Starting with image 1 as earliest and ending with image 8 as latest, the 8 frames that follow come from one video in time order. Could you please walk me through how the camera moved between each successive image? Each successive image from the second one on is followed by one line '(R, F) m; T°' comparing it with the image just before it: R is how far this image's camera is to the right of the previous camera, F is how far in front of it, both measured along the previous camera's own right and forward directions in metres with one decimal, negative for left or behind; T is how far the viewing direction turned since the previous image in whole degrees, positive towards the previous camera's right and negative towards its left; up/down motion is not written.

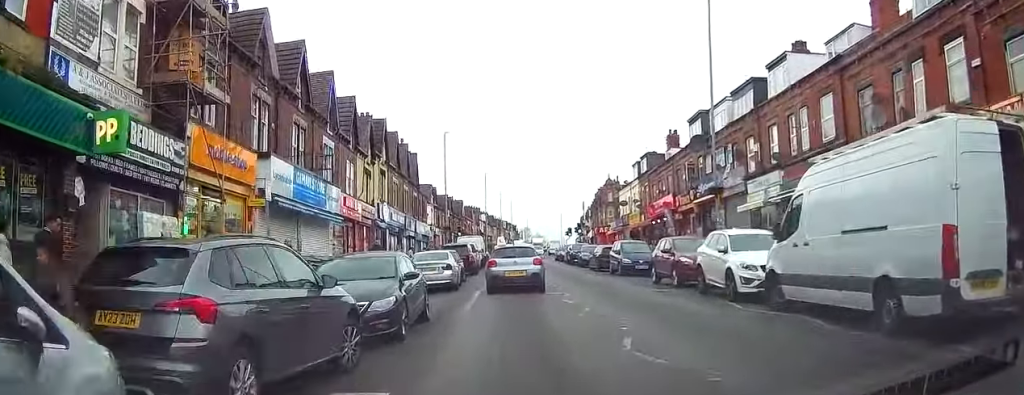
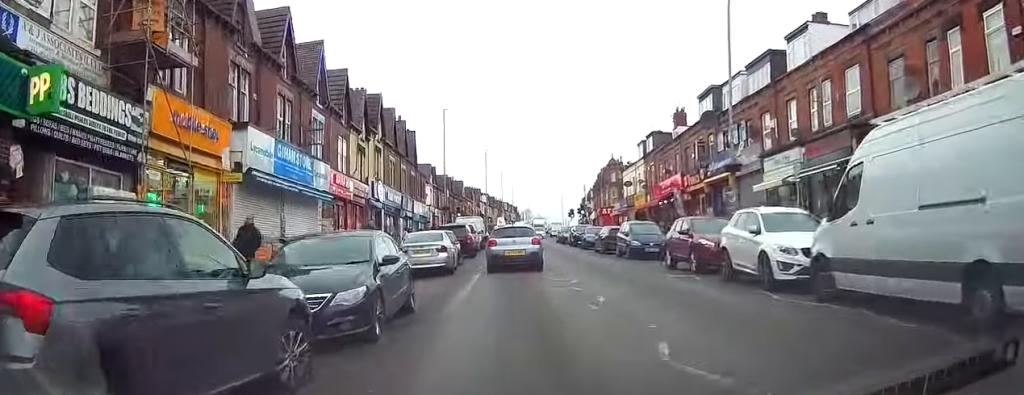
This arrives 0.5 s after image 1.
(0.0, +2.1) m; +2°
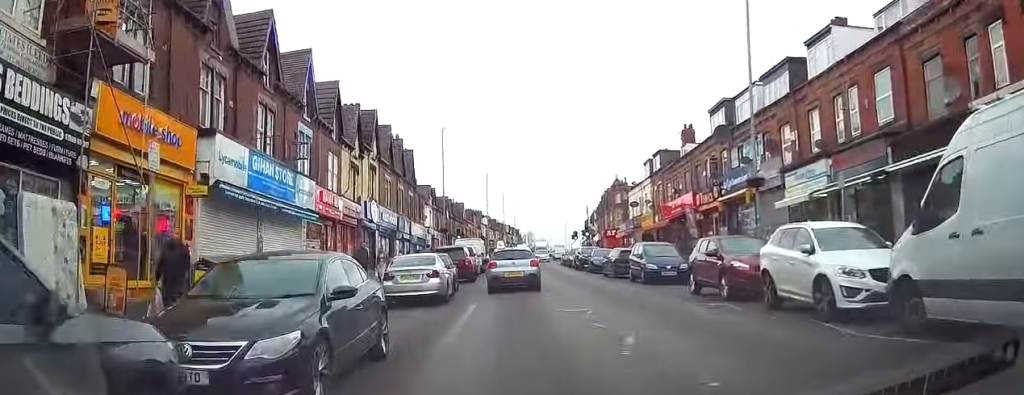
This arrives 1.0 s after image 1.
(+0.1, +2.5) m; 0°
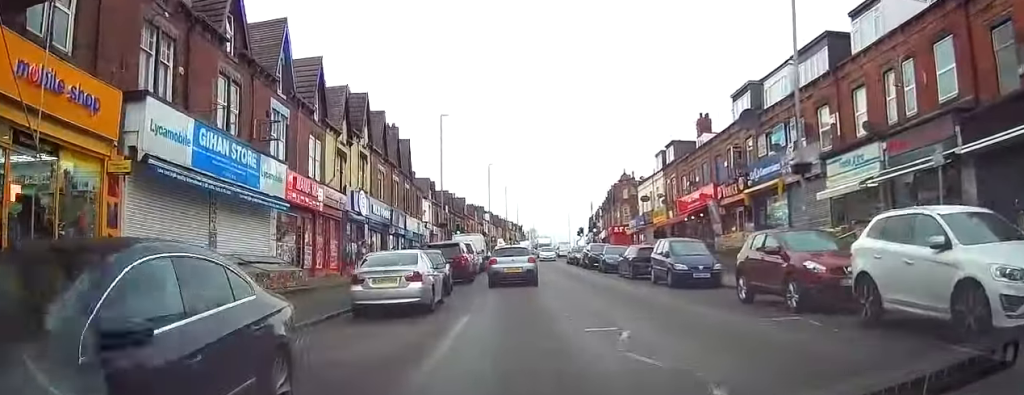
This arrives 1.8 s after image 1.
(+0.1, +3.9) m; -2°
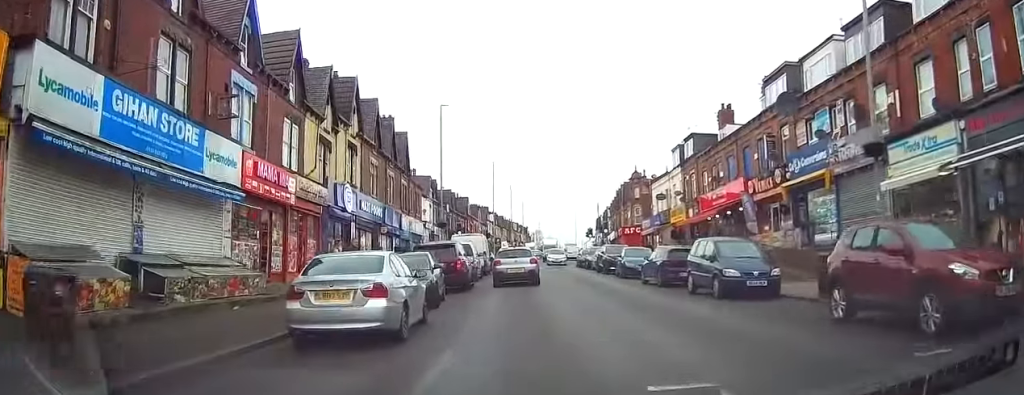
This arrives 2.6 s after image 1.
(-0.5, +4.3) m; +1°
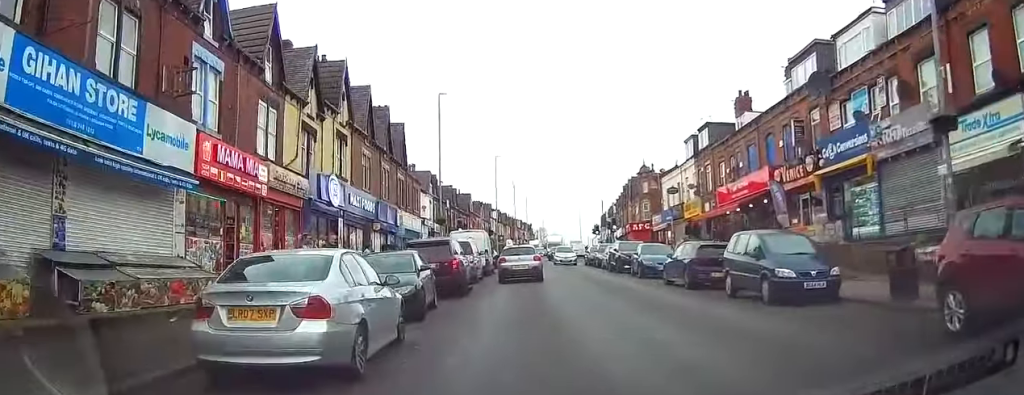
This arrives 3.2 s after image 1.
(+0.3, +3.3) m; +2°
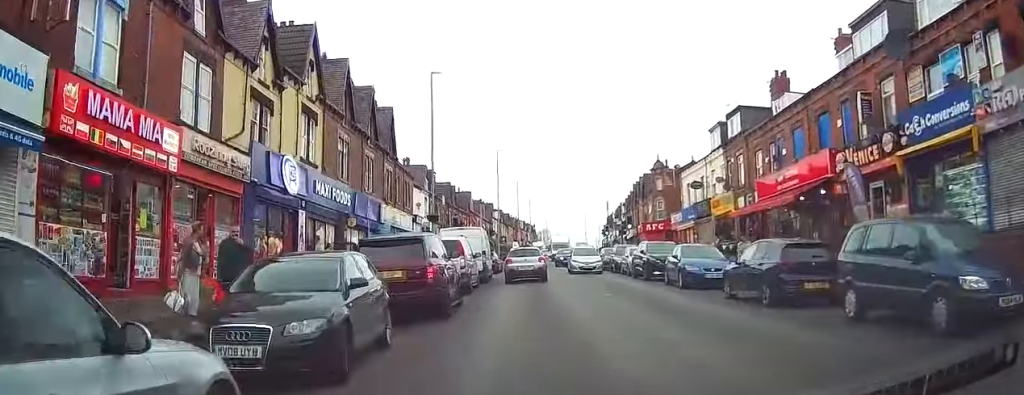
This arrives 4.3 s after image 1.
(+0.1, +6.4) m; -2°
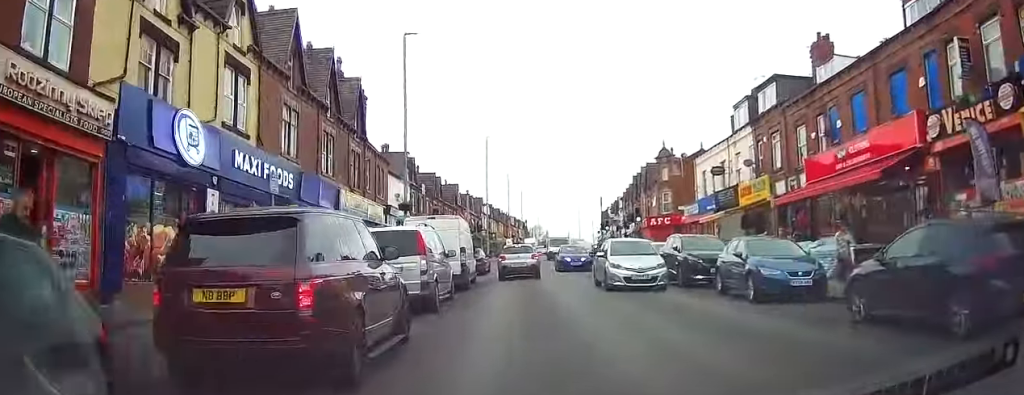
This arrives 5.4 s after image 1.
(-0.3, +7.3) m; -1°
